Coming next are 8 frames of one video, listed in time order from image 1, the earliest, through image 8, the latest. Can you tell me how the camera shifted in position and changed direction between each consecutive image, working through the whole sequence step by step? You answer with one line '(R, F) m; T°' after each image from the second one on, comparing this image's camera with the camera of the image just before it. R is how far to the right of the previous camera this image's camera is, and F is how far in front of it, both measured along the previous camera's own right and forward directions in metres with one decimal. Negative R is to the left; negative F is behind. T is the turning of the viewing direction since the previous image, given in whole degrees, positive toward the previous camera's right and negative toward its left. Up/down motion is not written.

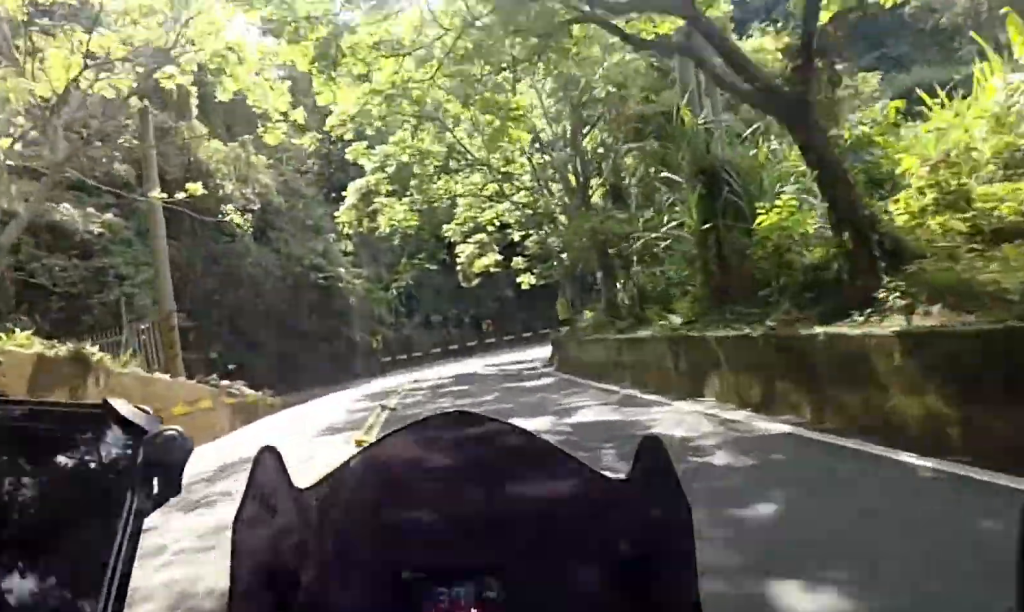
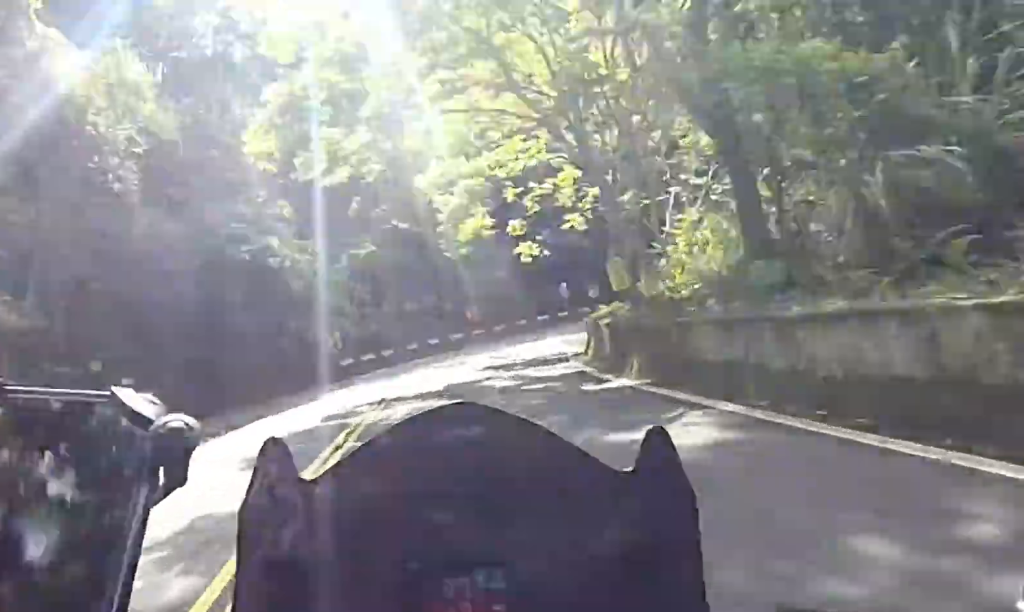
(-0.1, +7.6) m; +5°
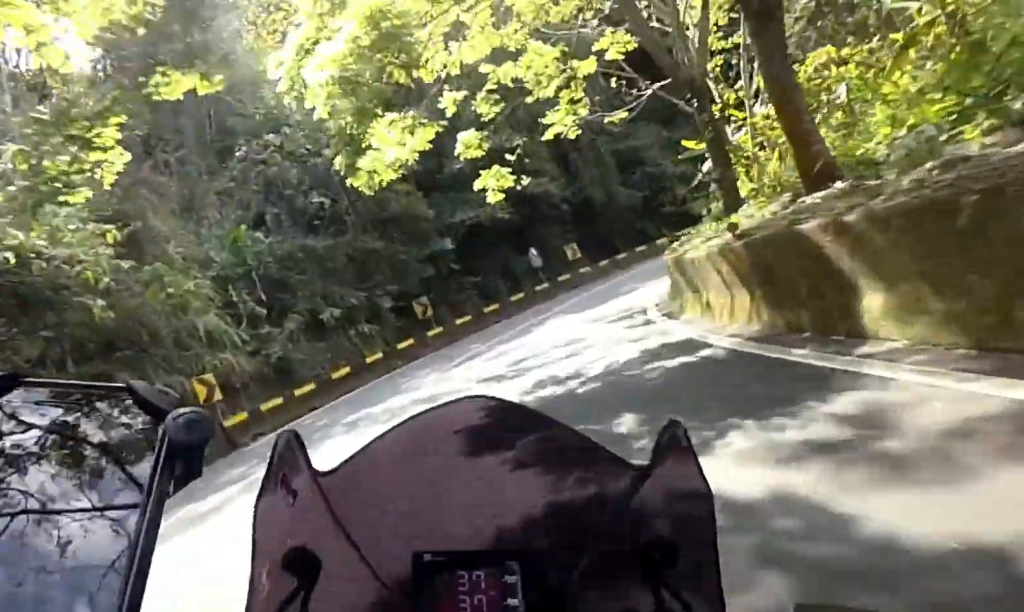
(+0.6, +10.1) m; +12°
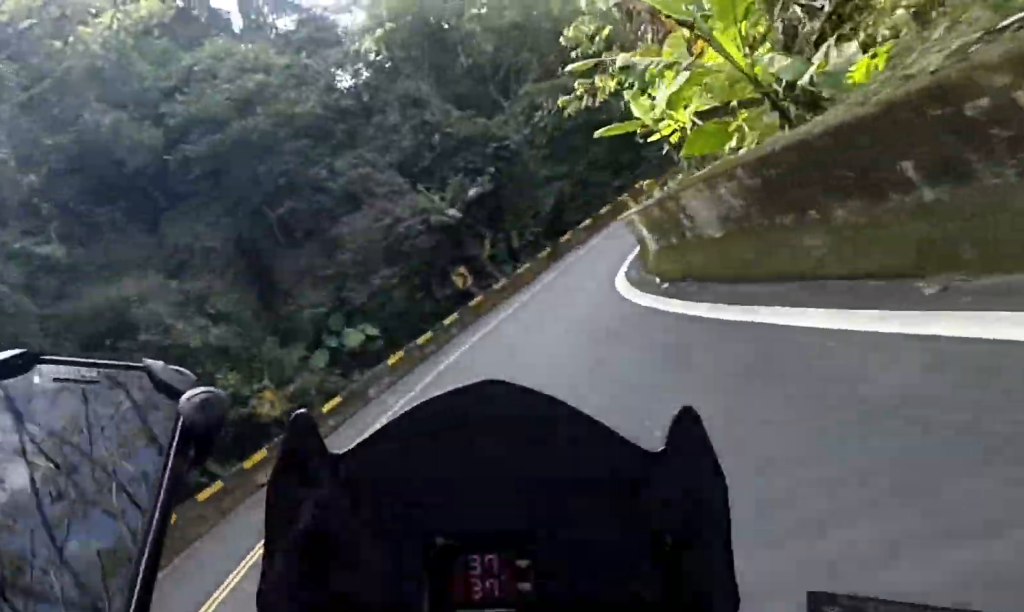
(+8.9, +19.8) m; +63°
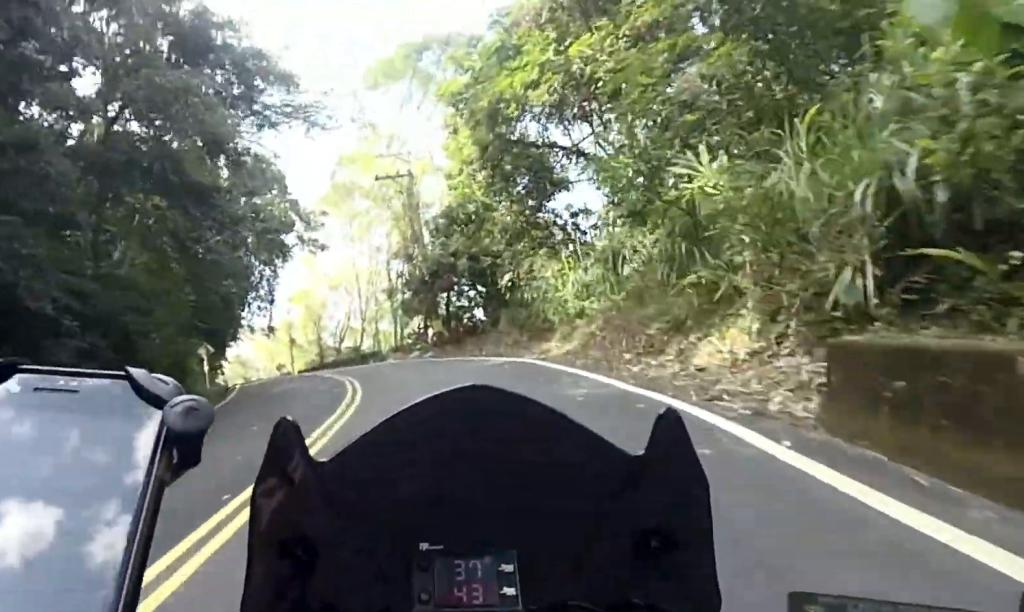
(+13.3, +36.2) m; +21°
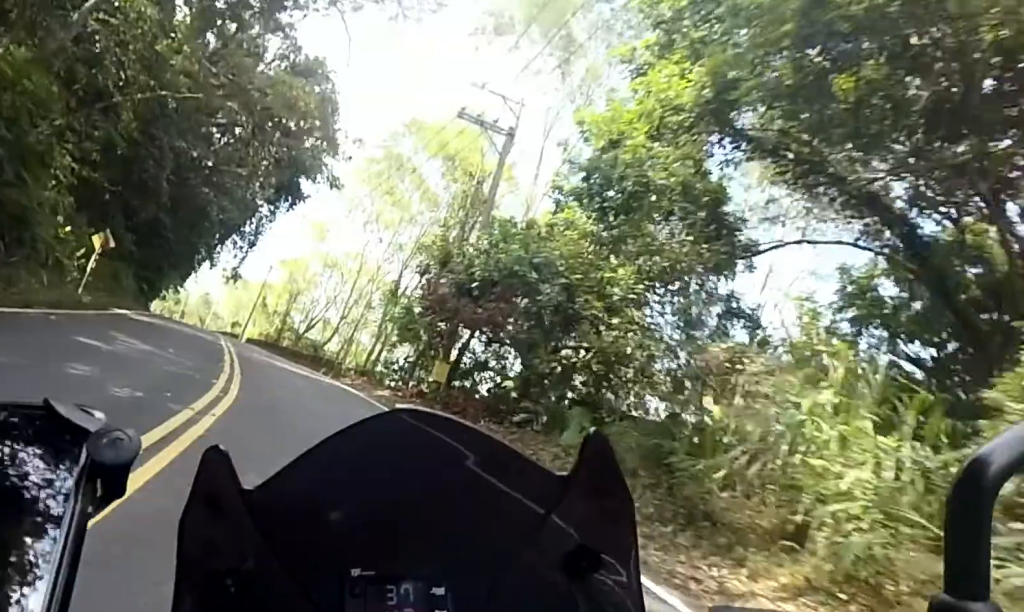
(-0.1, +12.3) m; 0°
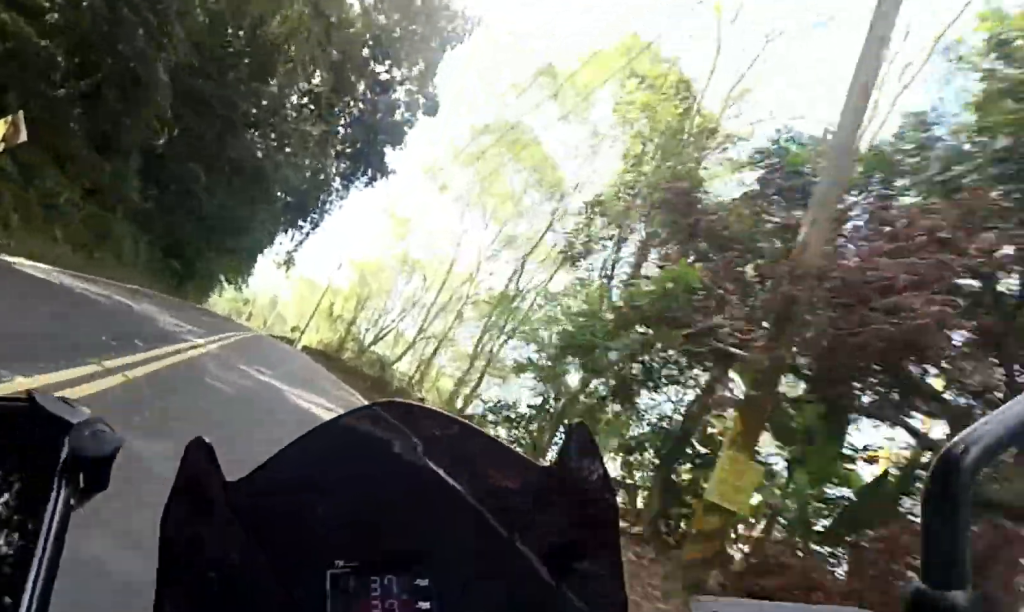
(+0.6, +12.2) m; -3°
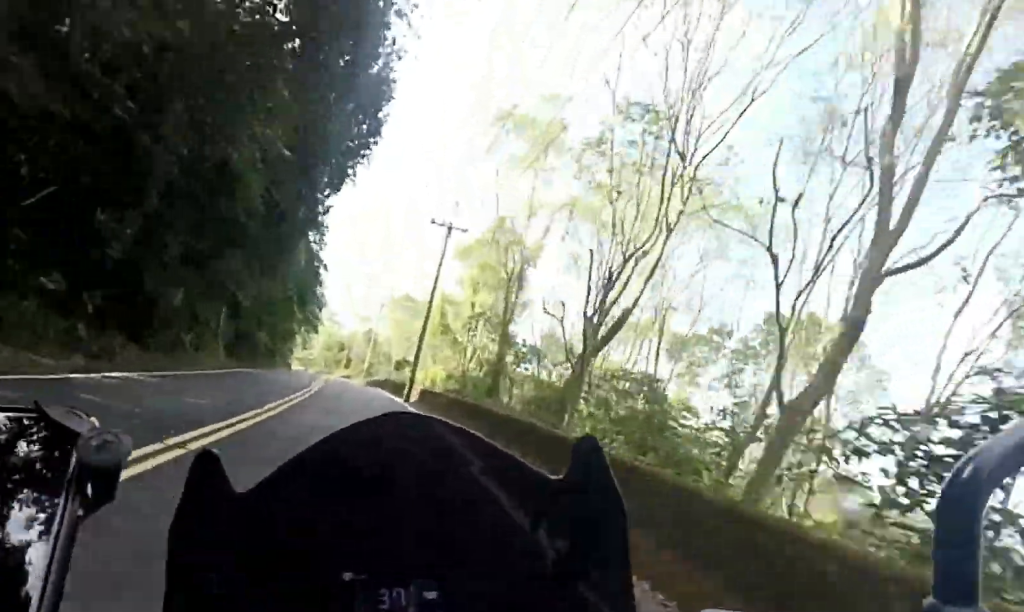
(-1.9, +25.5) m; -12°
